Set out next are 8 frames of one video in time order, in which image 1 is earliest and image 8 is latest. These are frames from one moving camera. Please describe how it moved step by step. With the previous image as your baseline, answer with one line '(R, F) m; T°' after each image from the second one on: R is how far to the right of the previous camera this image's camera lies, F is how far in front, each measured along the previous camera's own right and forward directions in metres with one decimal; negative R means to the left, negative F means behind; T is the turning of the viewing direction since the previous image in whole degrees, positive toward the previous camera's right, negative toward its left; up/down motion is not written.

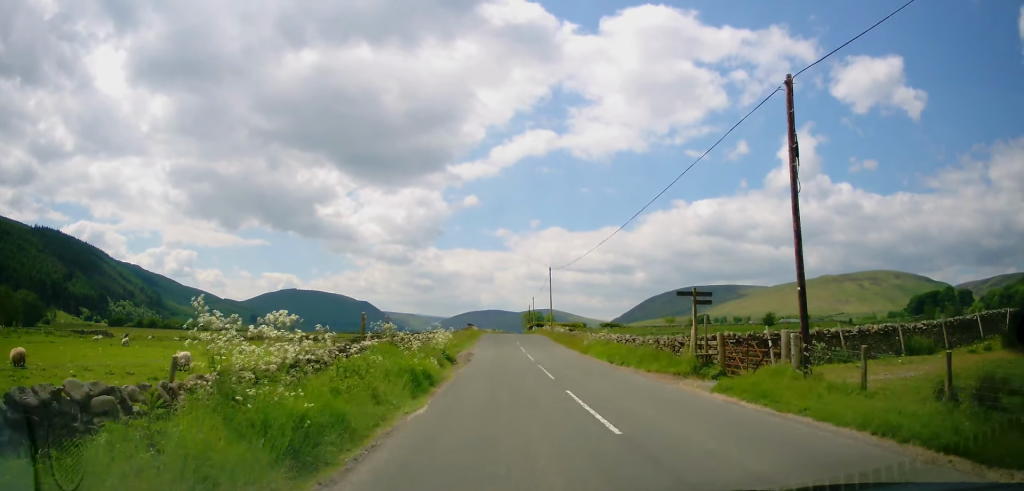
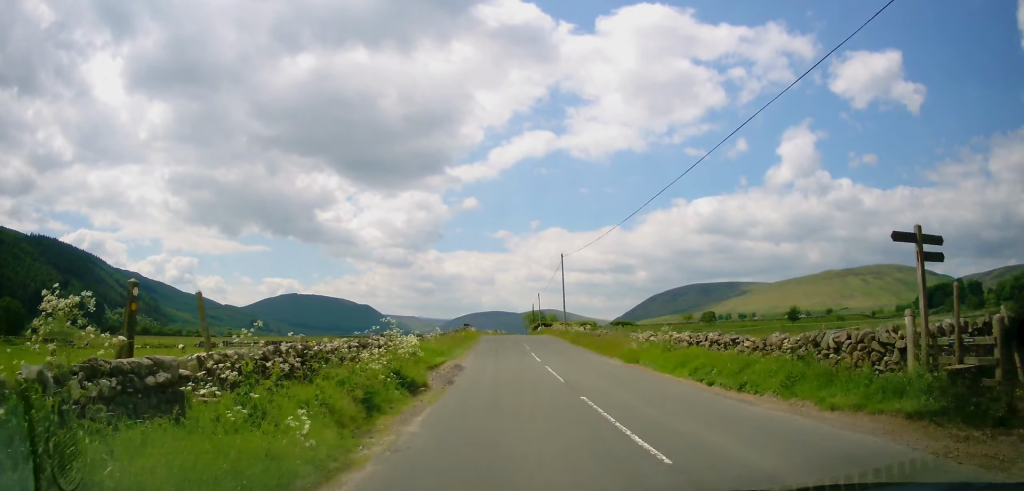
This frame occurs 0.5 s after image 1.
(0.0, +10.5) m; 0°
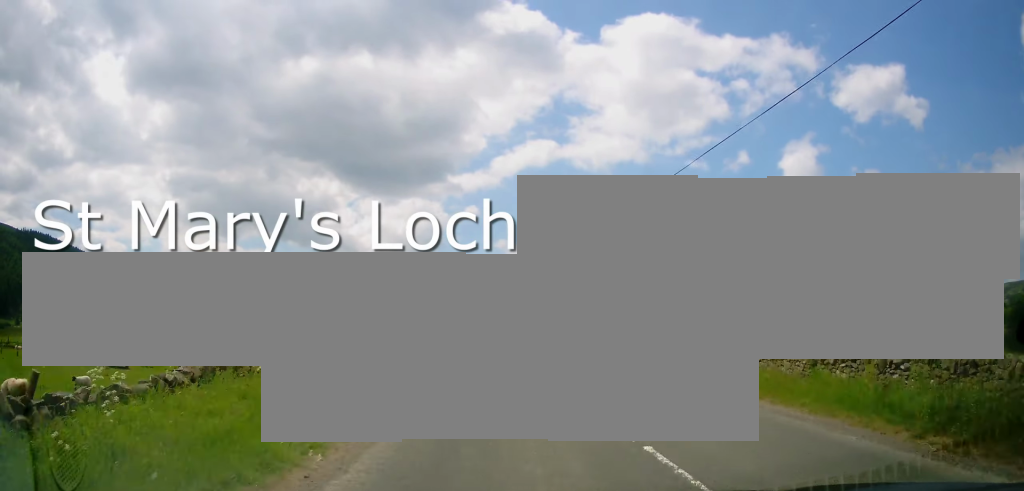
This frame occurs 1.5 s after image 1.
(+0.2, +21.6) m; 0°
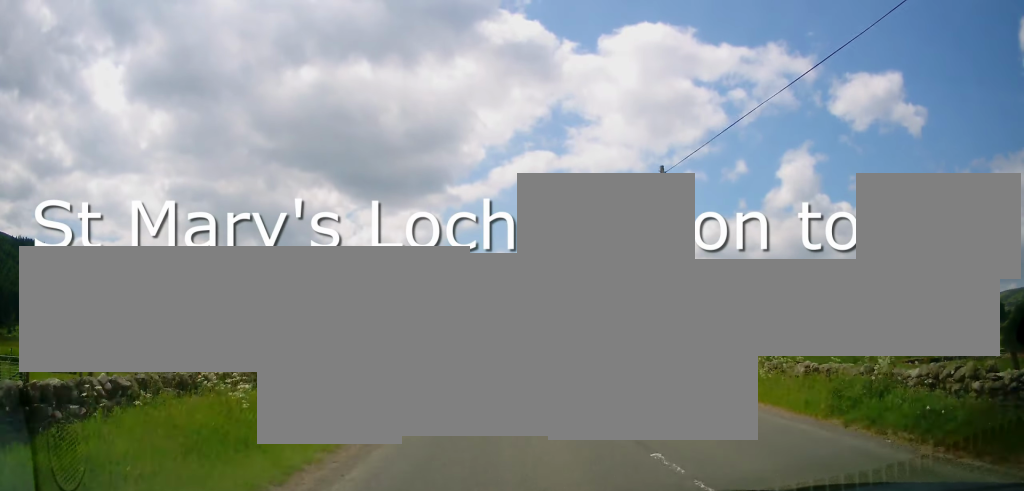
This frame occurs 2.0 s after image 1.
(+0.2, +9.1) m; 0°
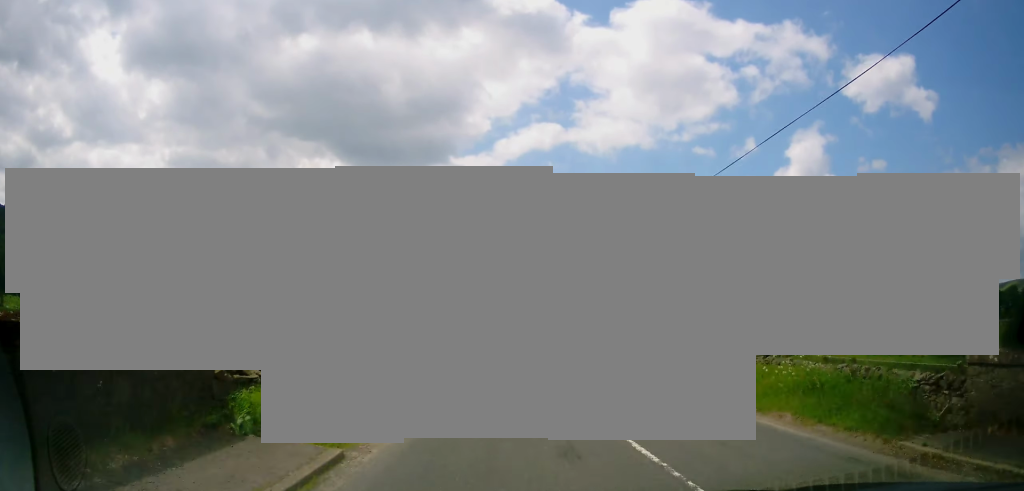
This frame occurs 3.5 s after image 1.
(-0.1, +33.3) m; 0°
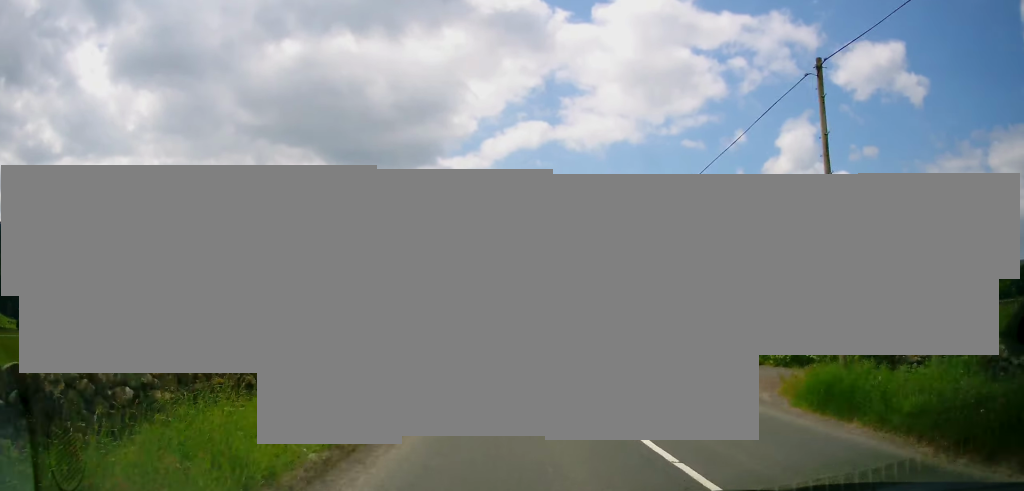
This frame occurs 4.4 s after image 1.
(0.0, +17.7) m; 0°
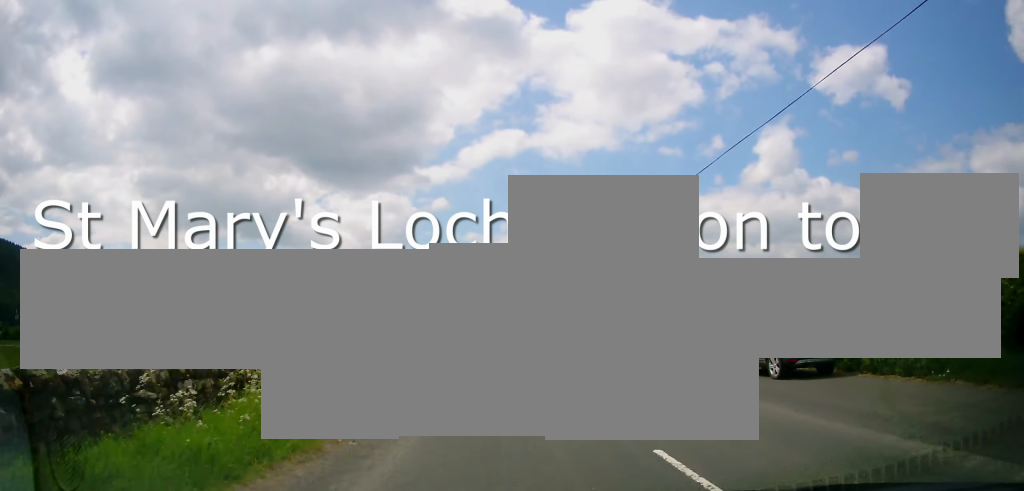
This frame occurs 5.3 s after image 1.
(-0.1, +19.0) m; +1°
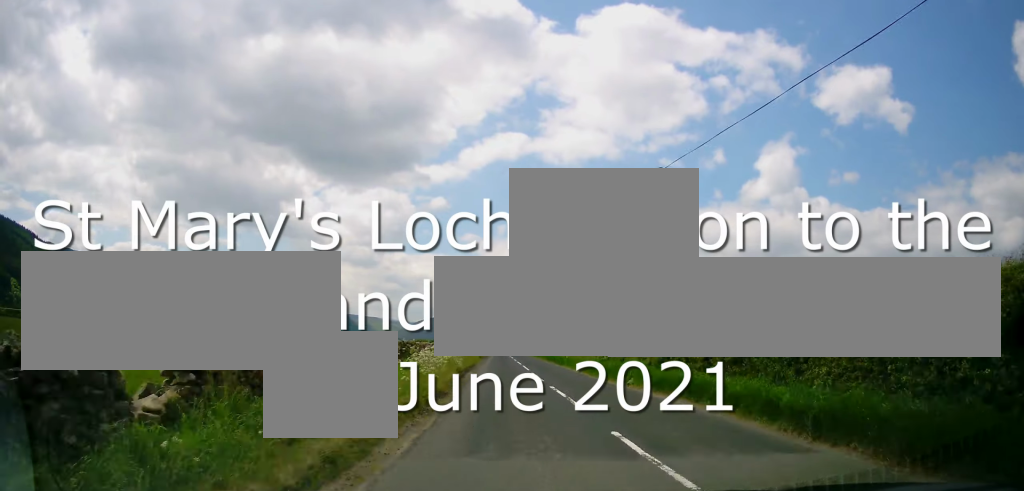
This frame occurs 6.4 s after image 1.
(+0.7, +24.2) m; +1°
